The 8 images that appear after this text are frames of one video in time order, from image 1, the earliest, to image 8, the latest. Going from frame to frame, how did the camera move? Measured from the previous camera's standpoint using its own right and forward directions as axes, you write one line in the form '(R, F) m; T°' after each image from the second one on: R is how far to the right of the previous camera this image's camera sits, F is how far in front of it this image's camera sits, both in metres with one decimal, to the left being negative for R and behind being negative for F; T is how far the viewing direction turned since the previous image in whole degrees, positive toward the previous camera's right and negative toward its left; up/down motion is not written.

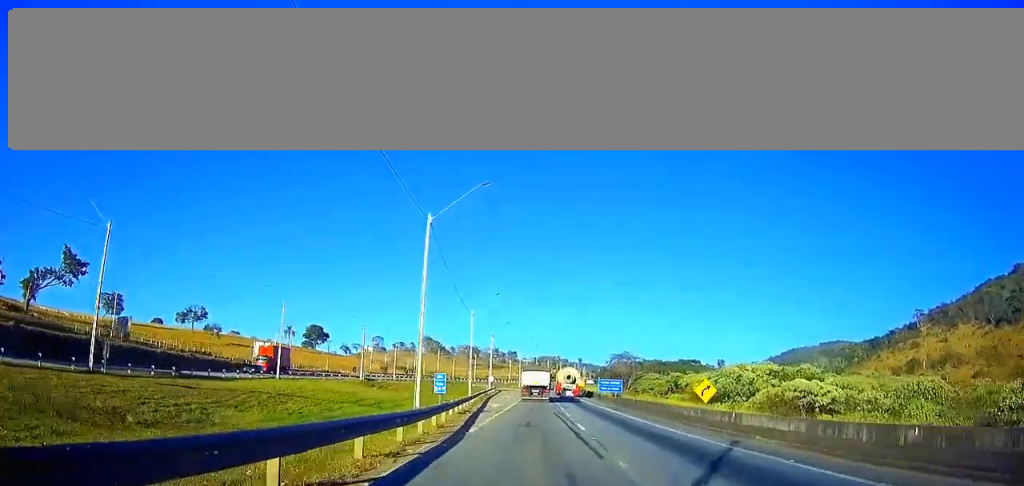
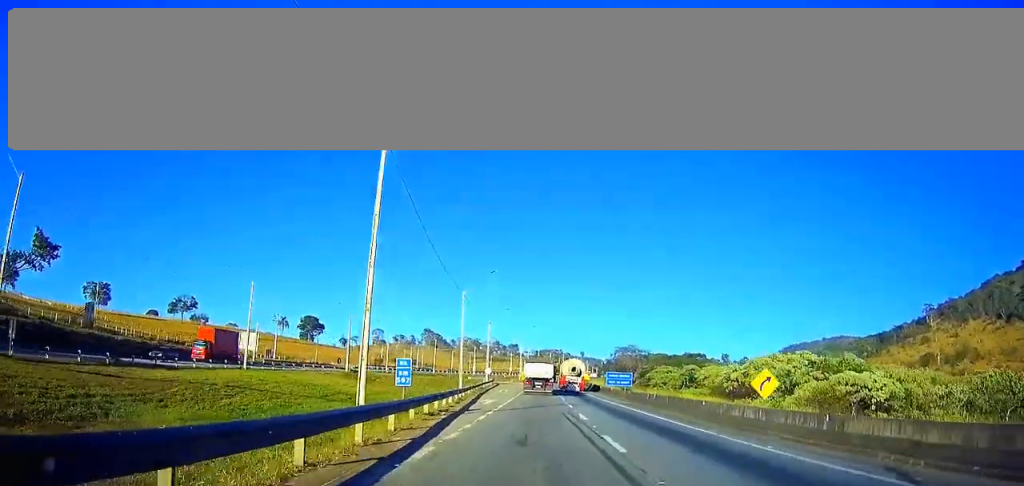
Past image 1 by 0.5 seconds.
(0.0, +10.0) m; 0°
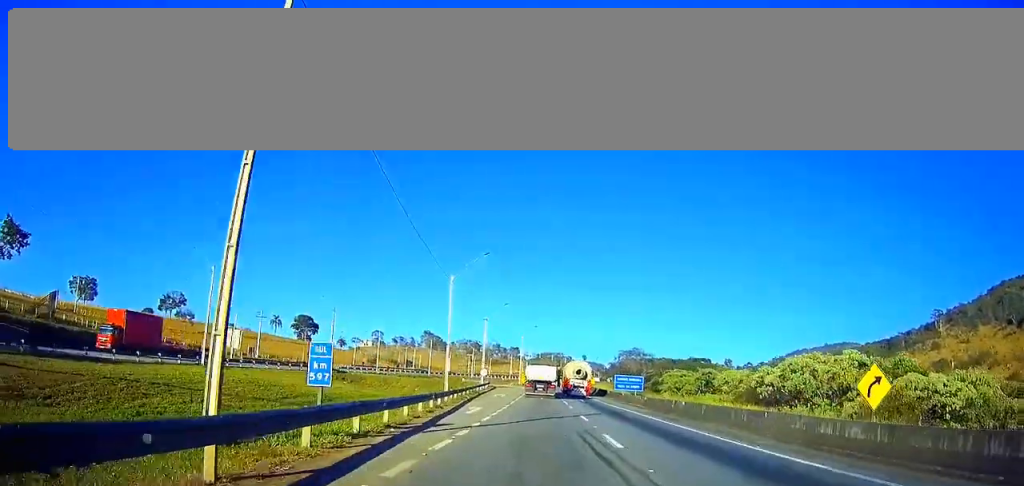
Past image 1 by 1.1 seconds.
(0.0, +10.0) m; 0°
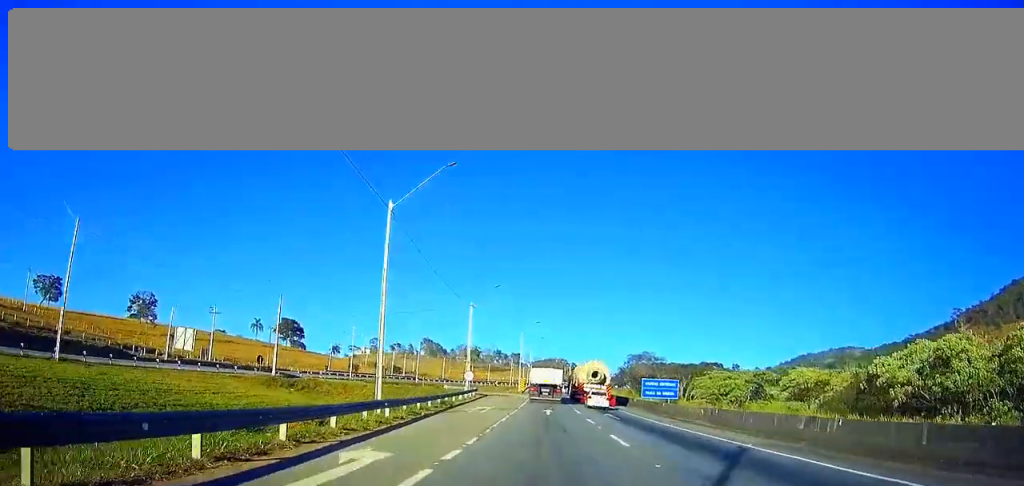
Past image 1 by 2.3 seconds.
(0.0, +22.4) m; 0°
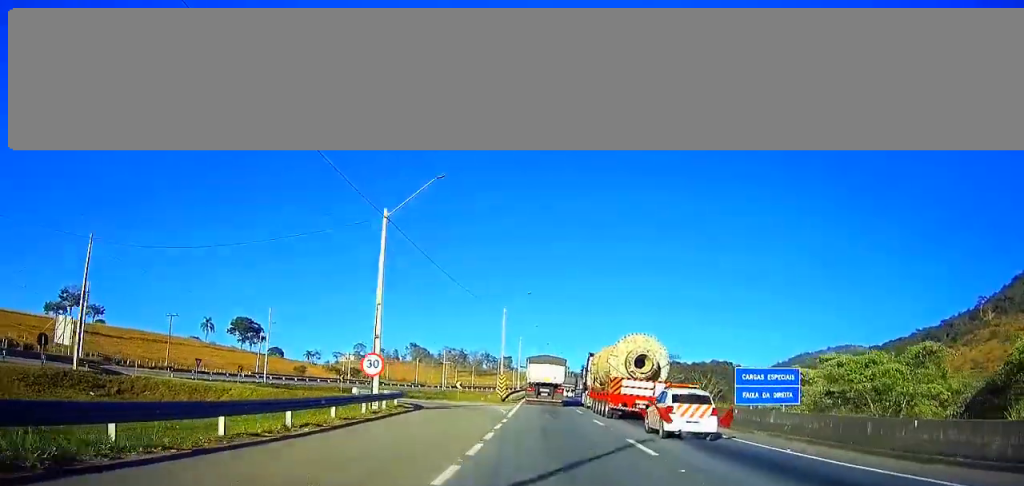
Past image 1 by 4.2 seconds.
(+0.4, +36.2) m; +1°
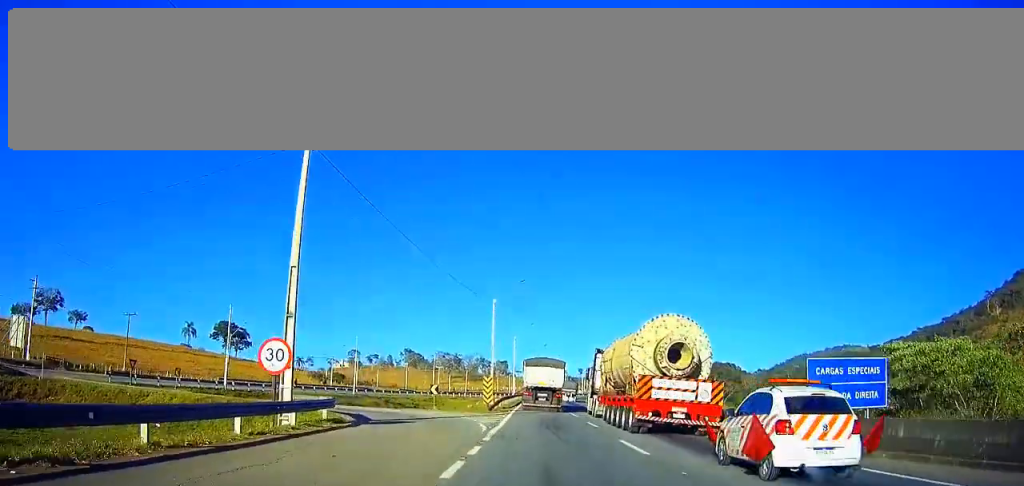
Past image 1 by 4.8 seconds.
(-0.1, +10.8) m; 0°
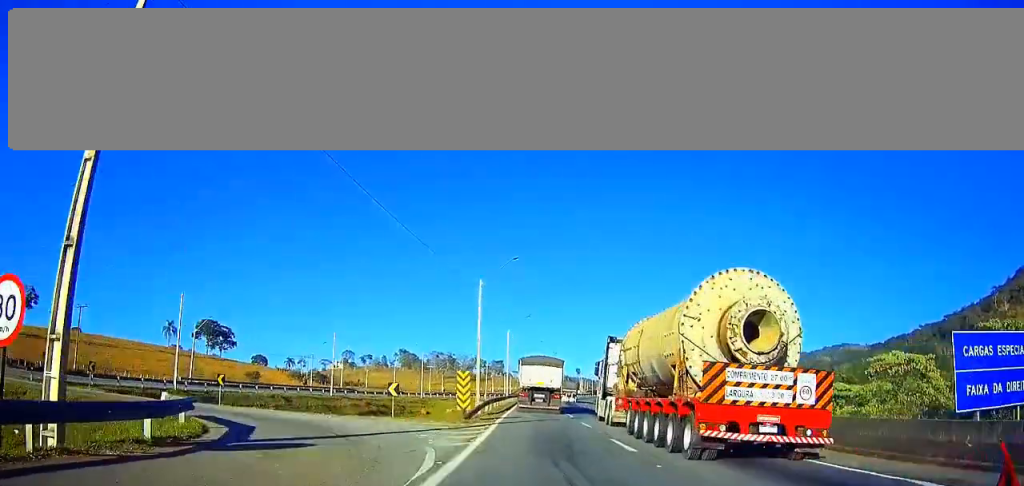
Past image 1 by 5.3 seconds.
(-0.1, +10.7) m; 0°
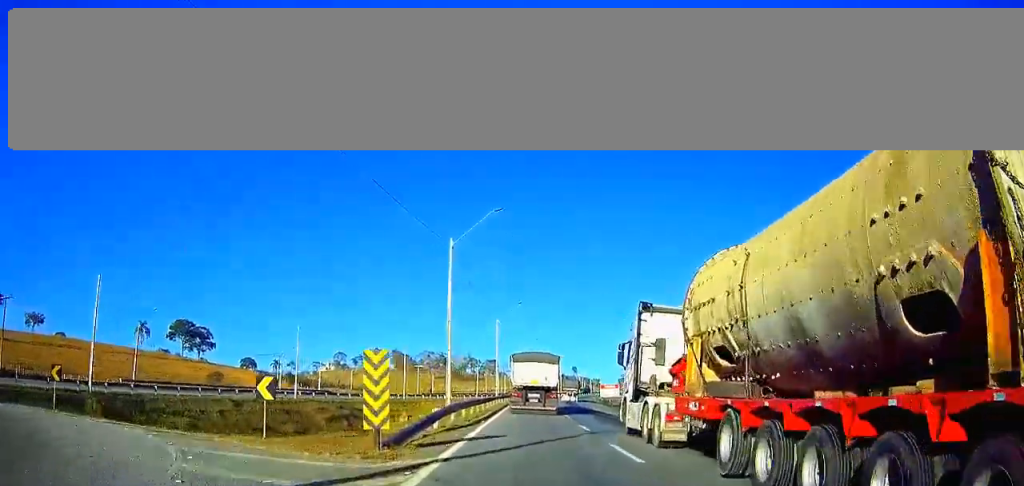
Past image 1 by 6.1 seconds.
(+0.2, +13.7) m; 0°
